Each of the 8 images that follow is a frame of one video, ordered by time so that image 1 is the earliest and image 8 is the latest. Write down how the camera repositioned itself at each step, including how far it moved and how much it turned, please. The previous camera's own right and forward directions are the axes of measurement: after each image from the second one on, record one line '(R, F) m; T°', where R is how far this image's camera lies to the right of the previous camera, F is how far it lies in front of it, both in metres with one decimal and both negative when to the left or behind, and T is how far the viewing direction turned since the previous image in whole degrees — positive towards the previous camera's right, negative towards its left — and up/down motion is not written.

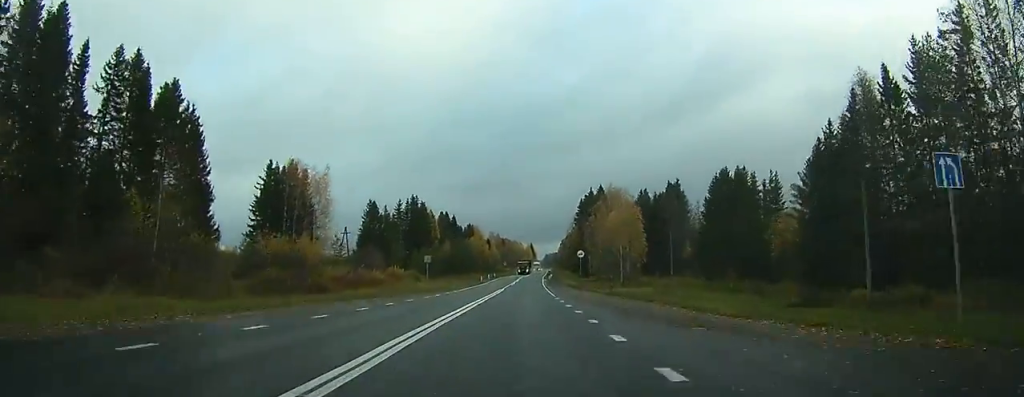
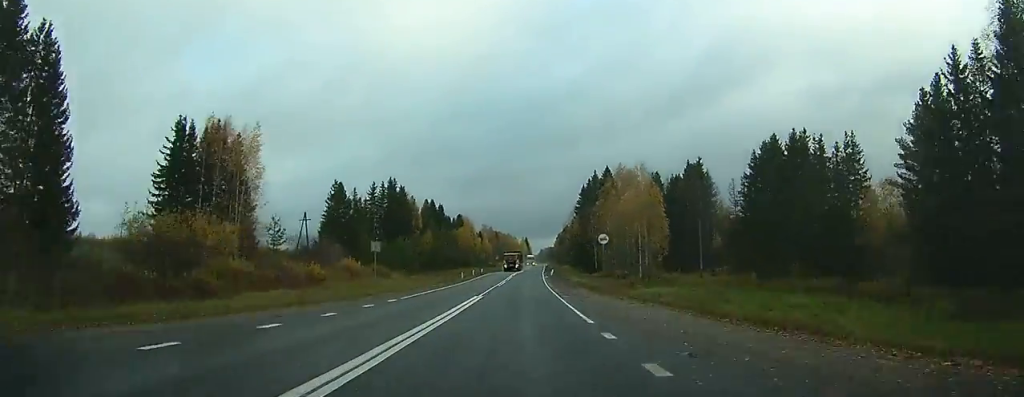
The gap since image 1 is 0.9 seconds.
(+0.1, +20.5) m; 0°
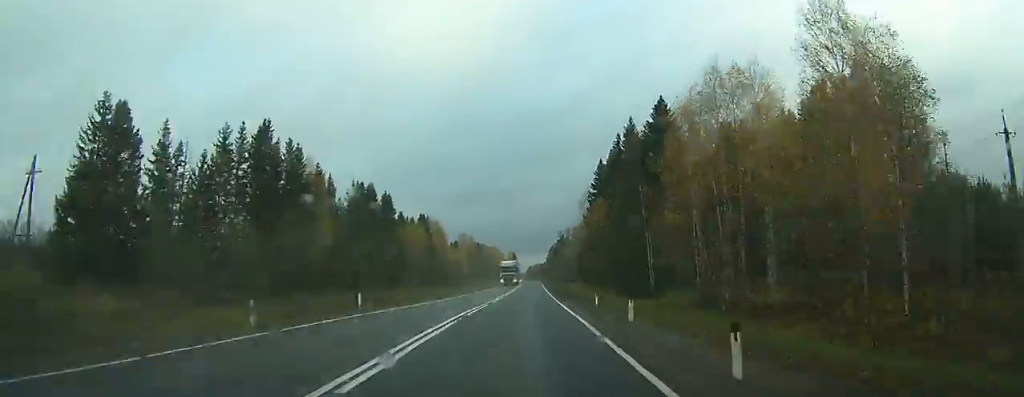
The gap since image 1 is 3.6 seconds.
(+0.6, +59.0) m; +1°
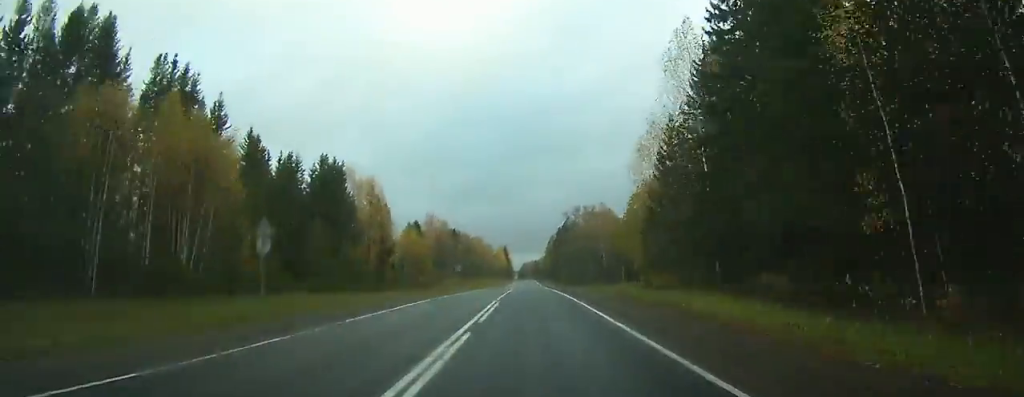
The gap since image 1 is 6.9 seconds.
(+0.6, +75.4) m; +1°
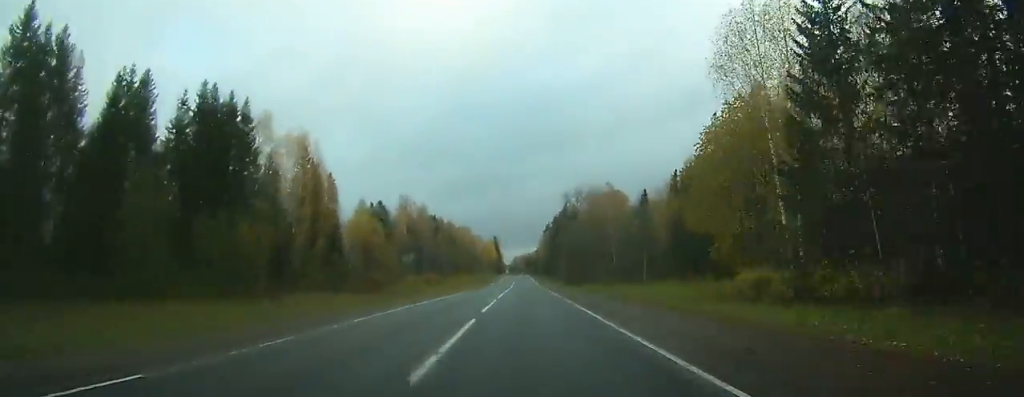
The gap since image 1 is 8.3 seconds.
(+0.1, +32.1) m; 0°
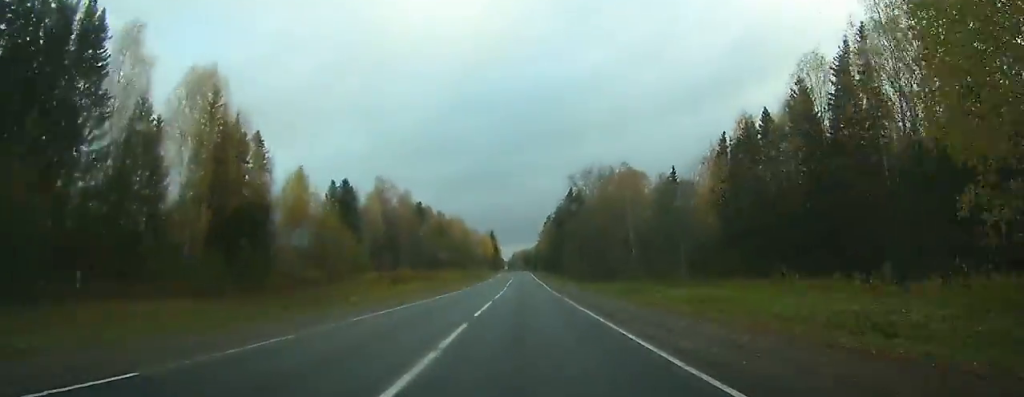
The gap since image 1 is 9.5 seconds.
(+0.1, +26.3) m; 0°
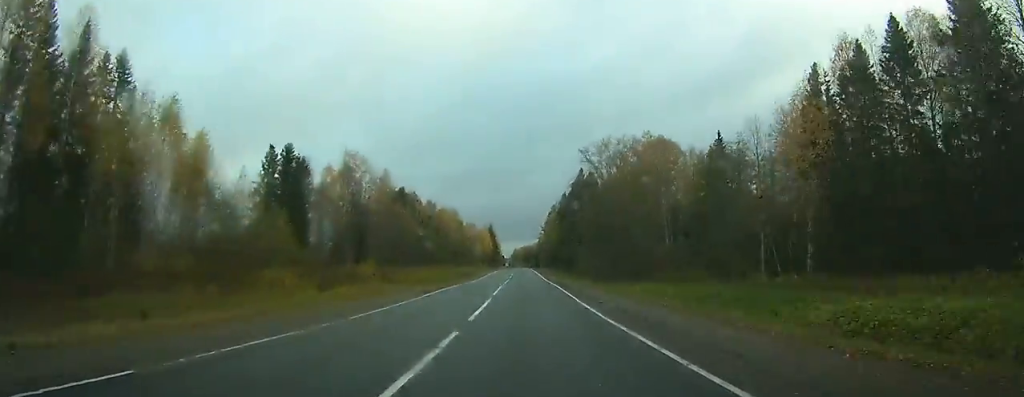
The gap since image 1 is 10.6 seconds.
(+0.1, +26.4) m; 0°
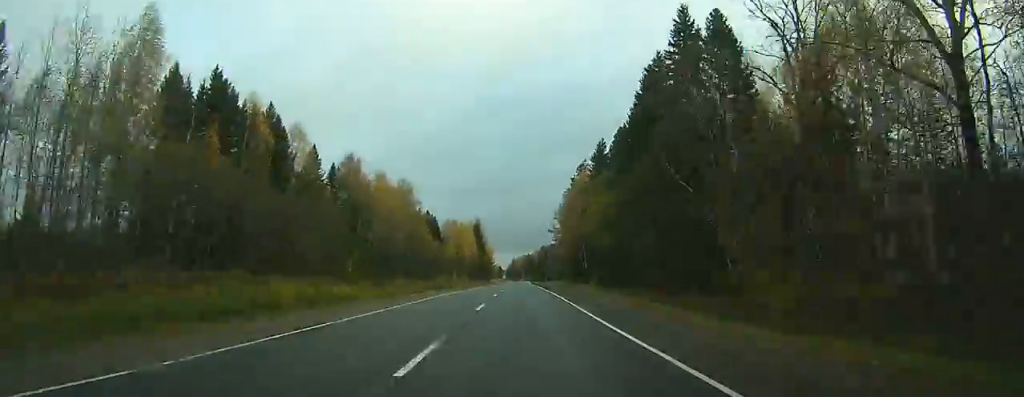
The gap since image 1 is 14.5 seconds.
(0.0, +92.8) m; 0°
